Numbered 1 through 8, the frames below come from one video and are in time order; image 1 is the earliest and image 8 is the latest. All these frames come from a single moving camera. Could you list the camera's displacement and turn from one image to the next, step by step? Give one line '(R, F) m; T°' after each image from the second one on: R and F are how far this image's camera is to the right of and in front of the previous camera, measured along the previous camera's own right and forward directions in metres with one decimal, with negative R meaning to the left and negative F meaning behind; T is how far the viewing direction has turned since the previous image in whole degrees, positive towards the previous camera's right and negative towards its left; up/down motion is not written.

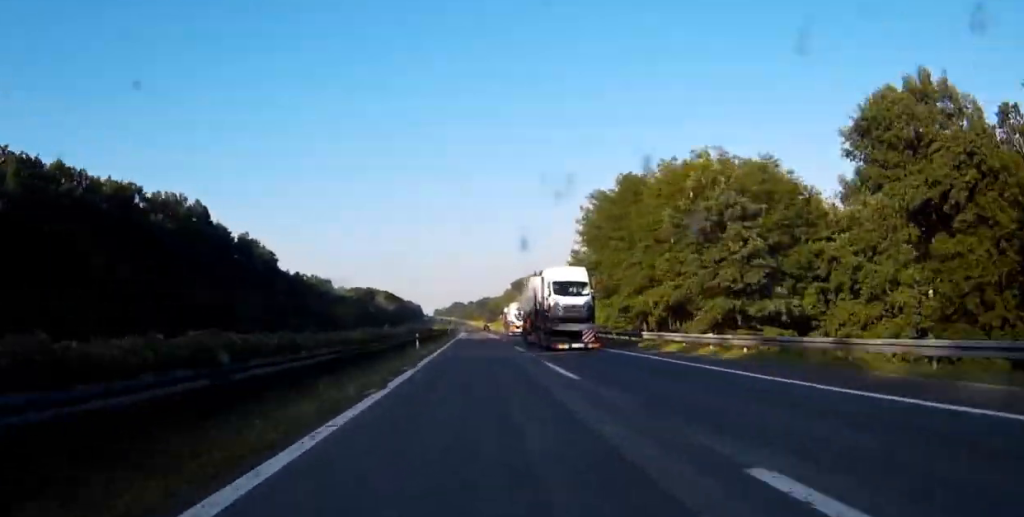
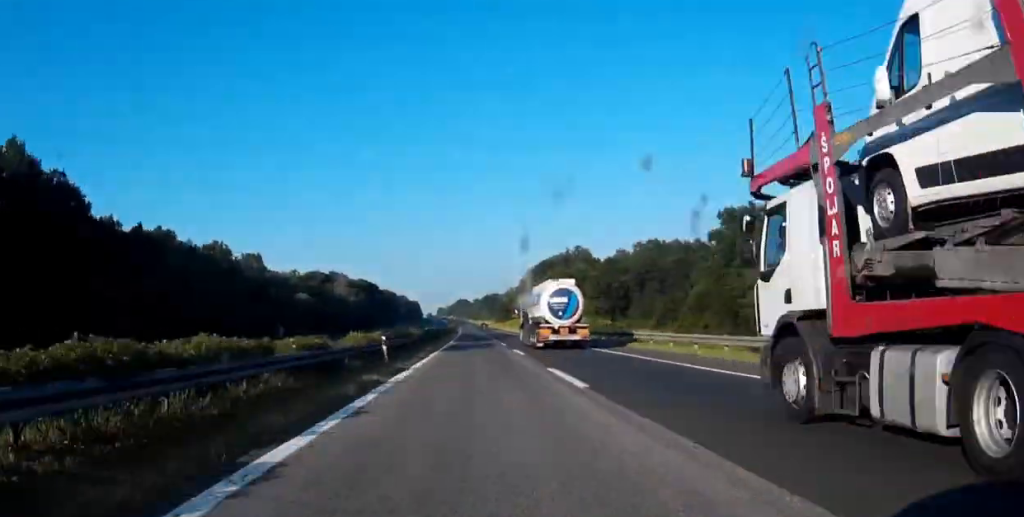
(-1.1, +119.6) m; -1°
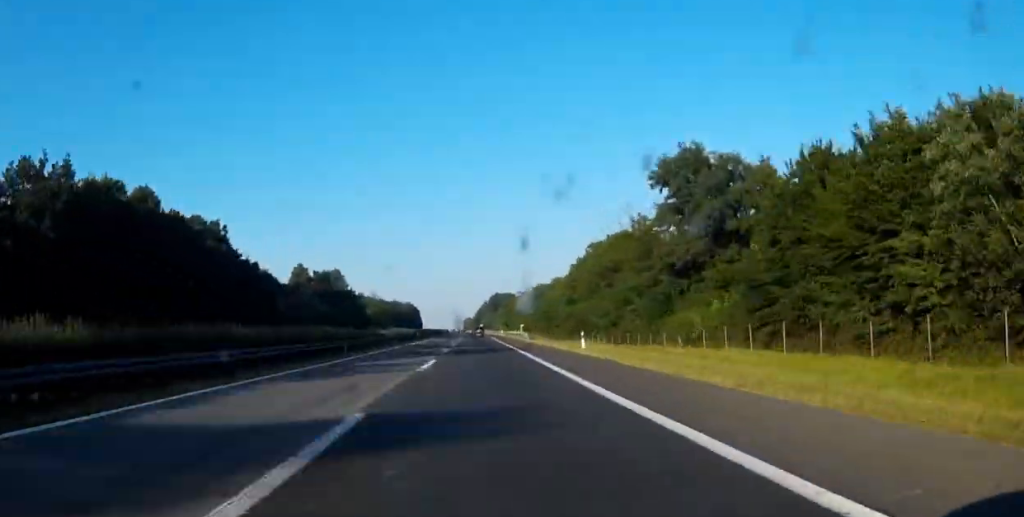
(-8.6, +488.1) m; -2°
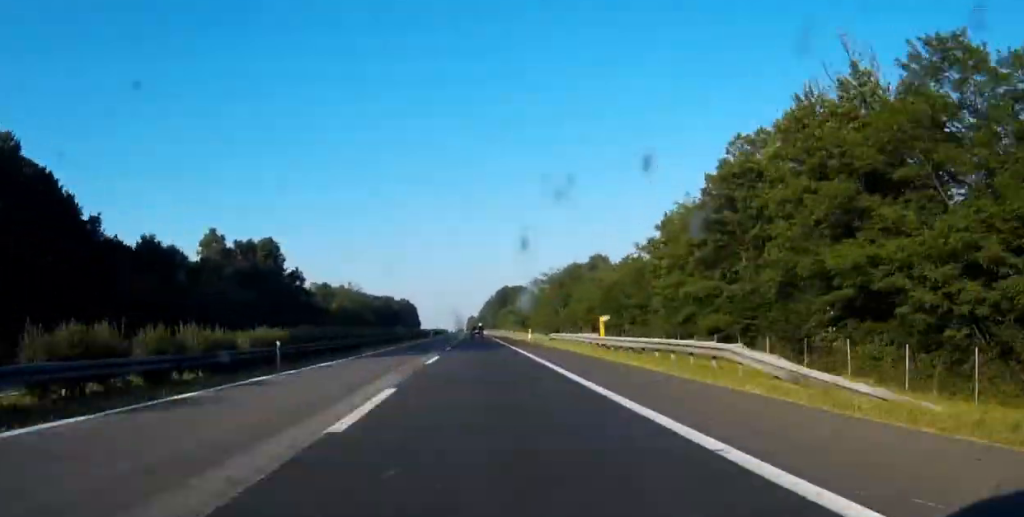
(+0.3, +65.8) m; -1°
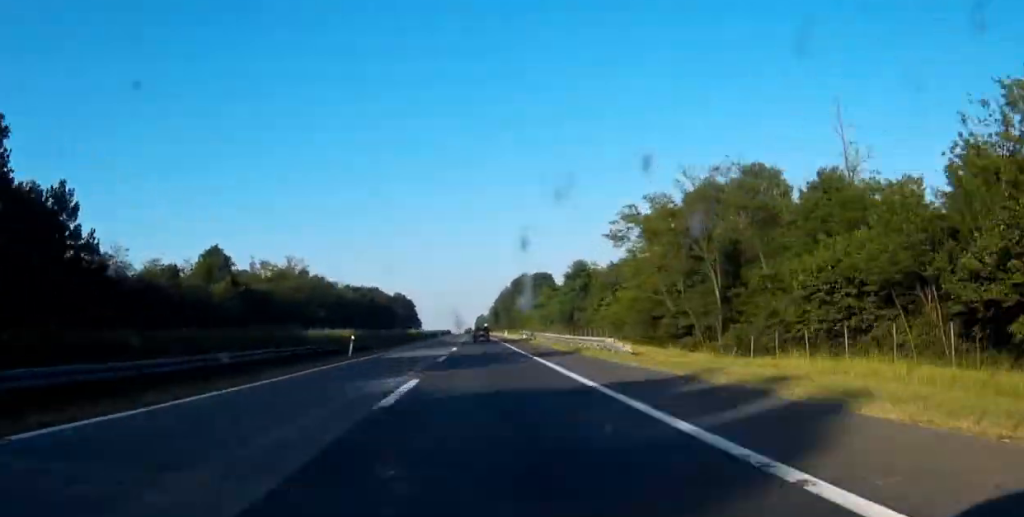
(-0.9, +88.6) m; -1°
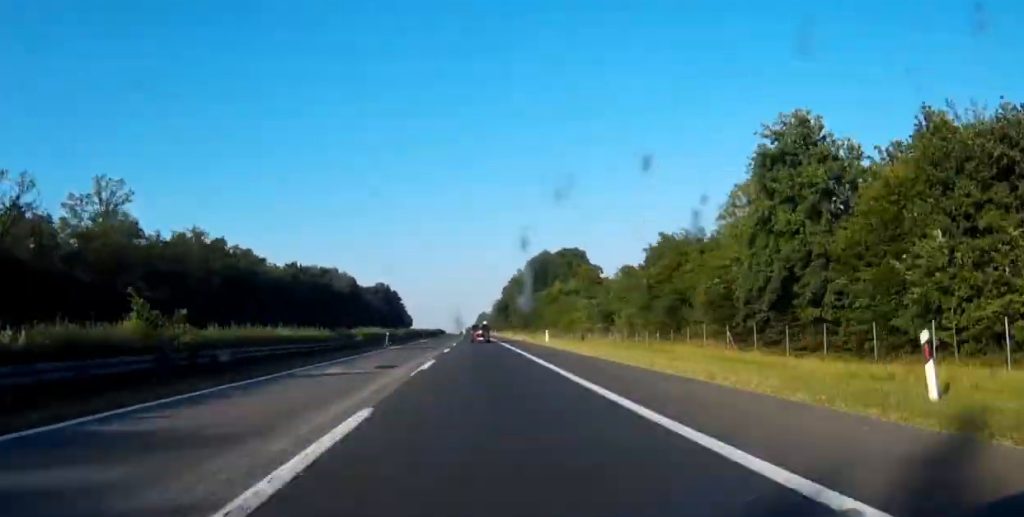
(-0.2, +85.0) m; -1°
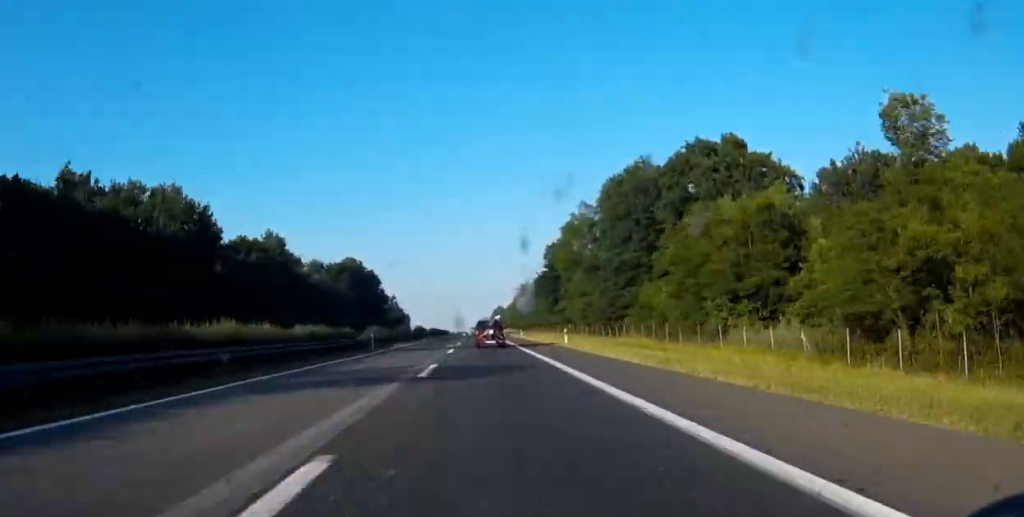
(-1.5, +126.9) m; -1°
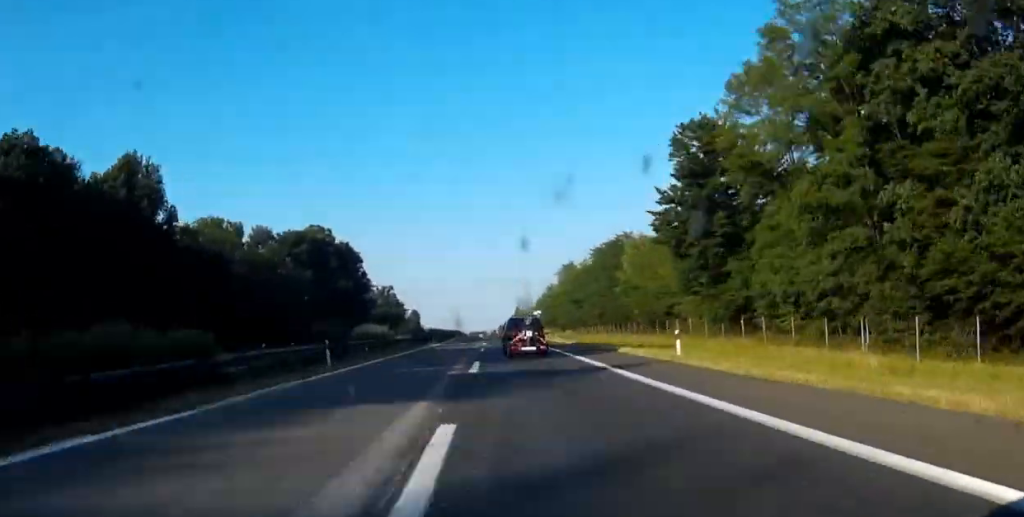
(-0.4, +92.6) m; 0°
